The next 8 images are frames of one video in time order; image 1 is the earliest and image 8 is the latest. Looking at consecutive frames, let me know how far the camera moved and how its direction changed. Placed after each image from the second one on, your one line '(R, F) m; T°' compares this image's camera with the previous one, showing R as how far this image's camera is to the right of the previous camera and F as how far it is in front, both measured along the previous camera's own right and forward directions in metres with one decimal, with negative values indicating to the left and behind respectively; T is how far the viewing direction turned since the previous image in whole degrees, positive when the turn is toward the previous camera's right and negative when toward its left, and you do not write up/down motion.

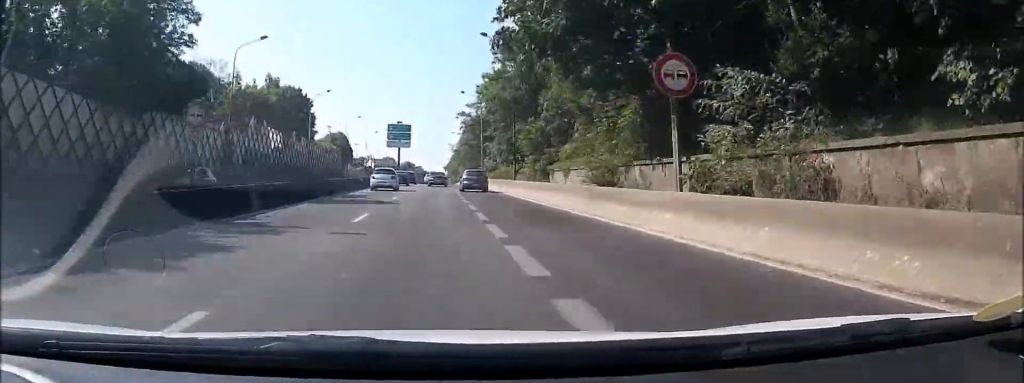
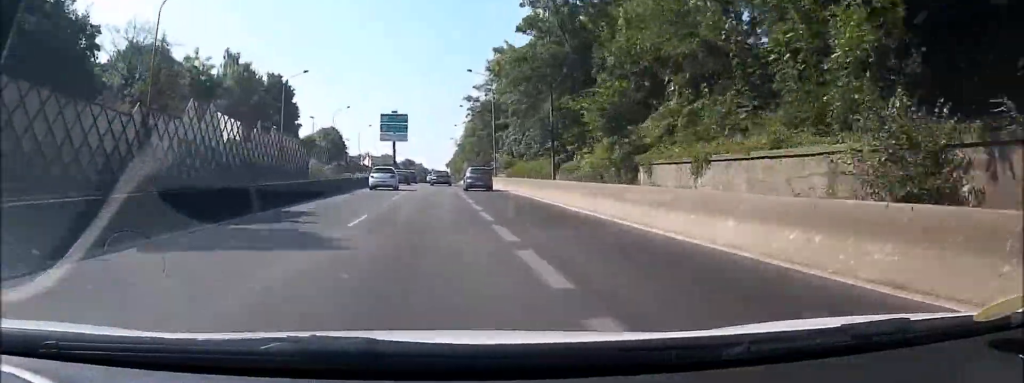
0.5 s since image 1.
(0.0, +12.4) m; 0°
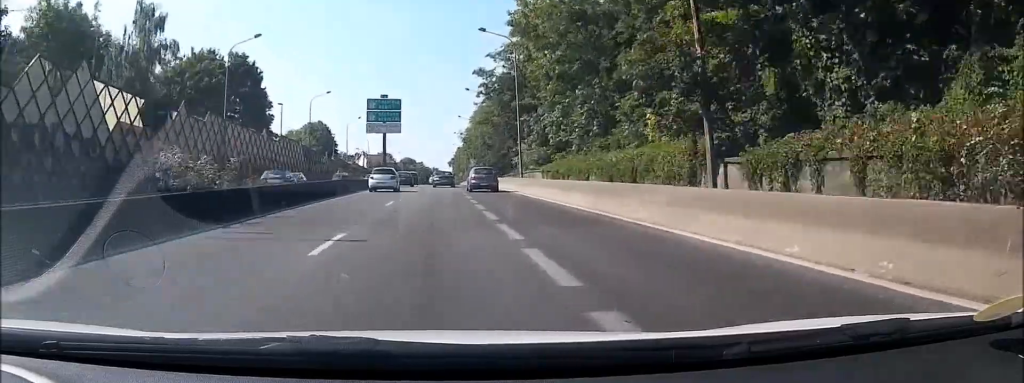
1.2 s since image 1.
(0.0, +17.0) m; 0°
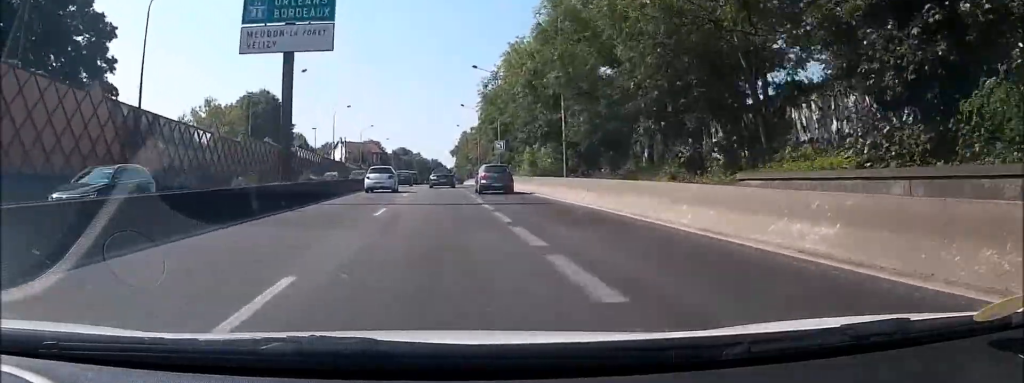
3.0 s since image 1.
(-0.2, +43.7) m; 0°
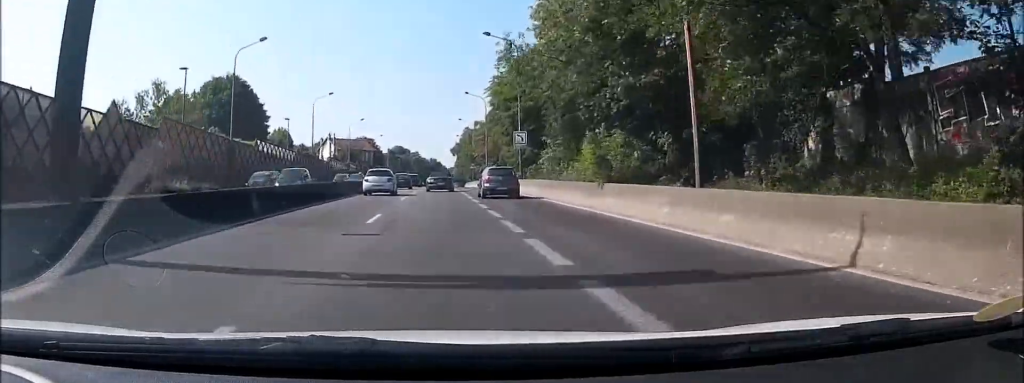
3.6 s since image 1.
(+0.1, +14.6) m; 0°
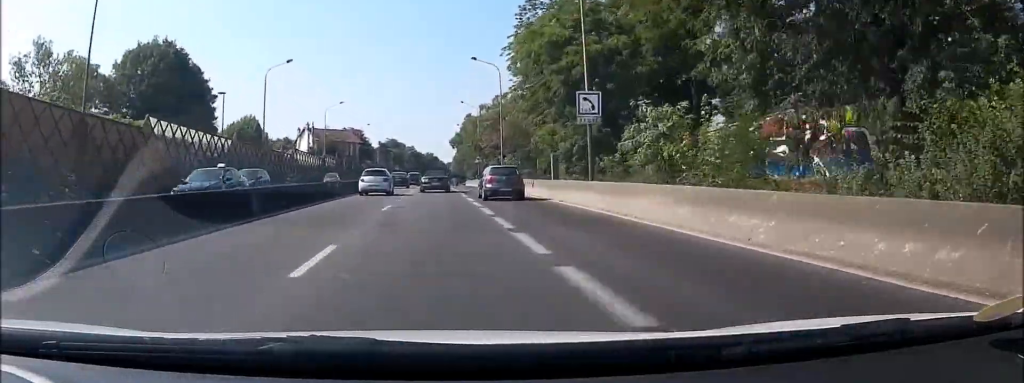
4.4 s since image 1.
(-0.1, +20.3) m; 0°
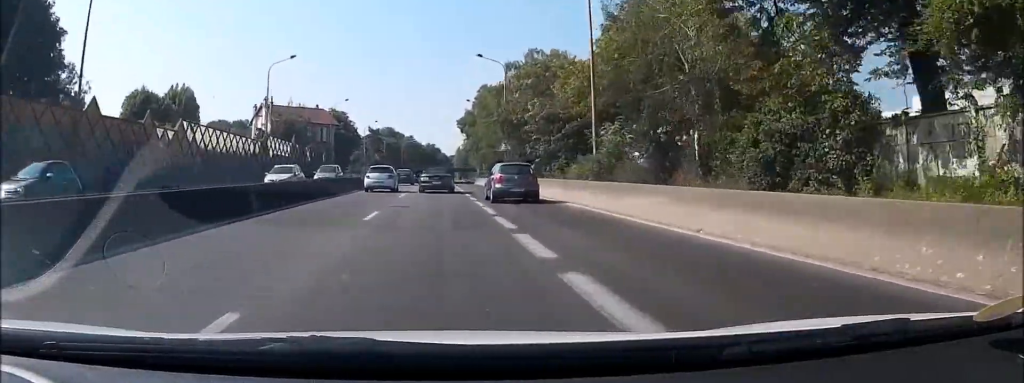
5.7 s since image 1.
(0.0, +30.5) m; 0°
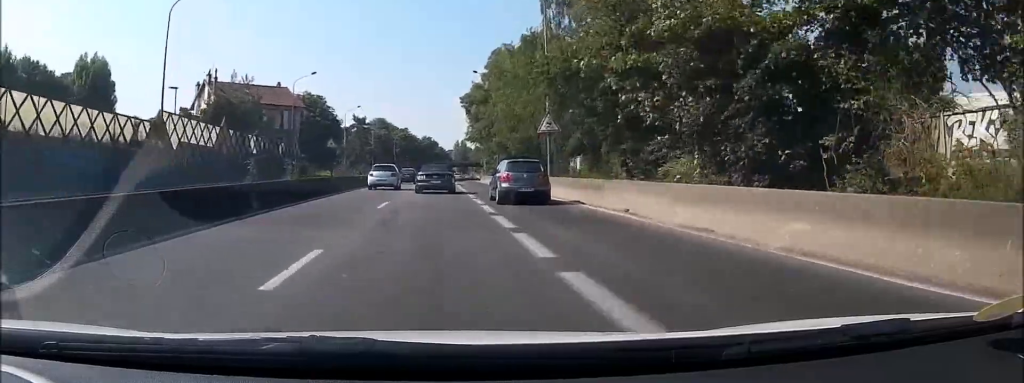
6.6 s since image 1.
(+0.1, +21.3) m; 0°
